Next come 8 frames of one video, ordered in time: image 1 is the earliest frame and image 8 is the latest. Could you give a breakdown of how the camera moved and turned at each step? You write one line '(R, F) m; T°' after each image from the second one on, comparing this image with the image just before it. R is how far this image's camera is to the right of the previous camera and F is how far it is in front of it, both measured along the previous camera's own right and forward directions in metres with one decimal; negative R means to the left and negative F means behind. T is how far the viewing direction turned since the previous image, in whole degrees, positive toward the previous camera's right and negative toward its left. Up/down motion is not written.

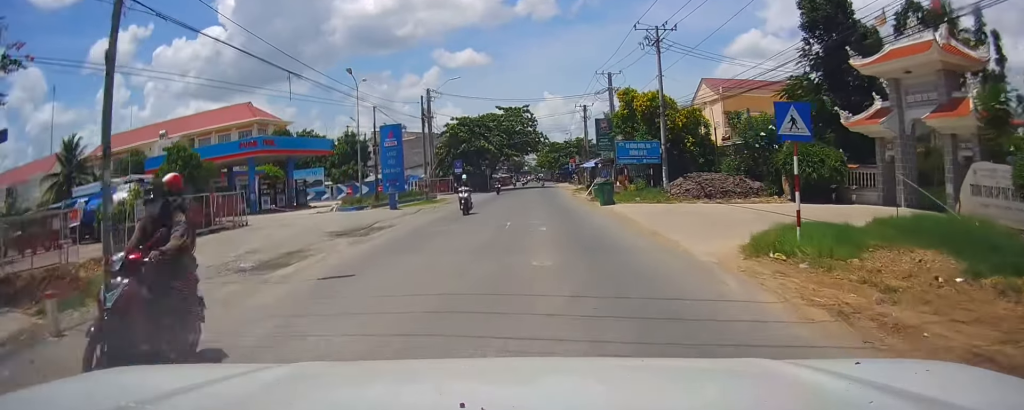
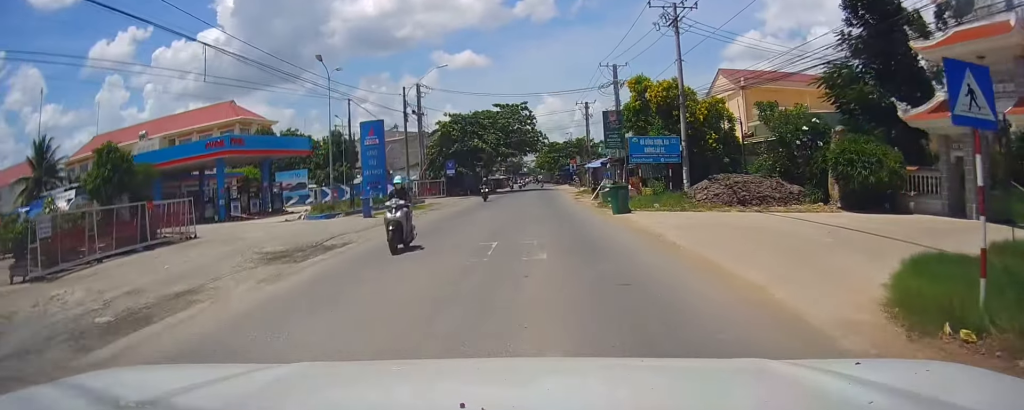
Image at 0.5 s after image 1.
(0.0, +5.5) m; 0°
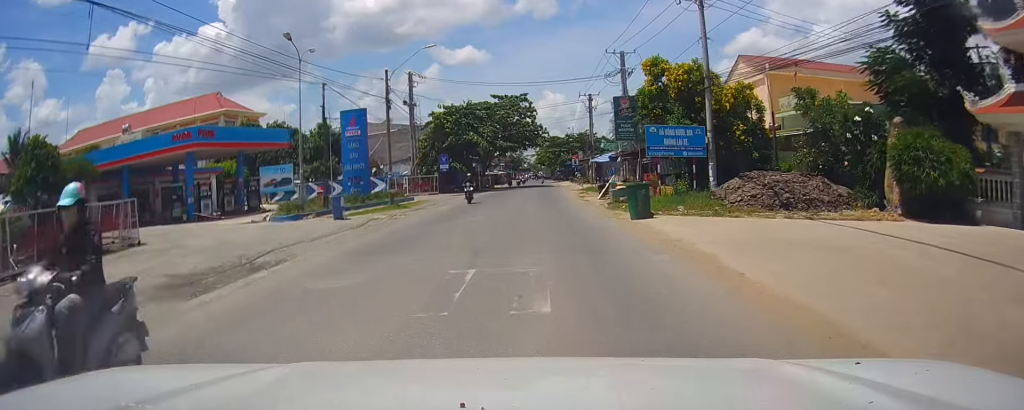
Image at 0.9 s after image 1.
(0.0, +5.0) m; 0°
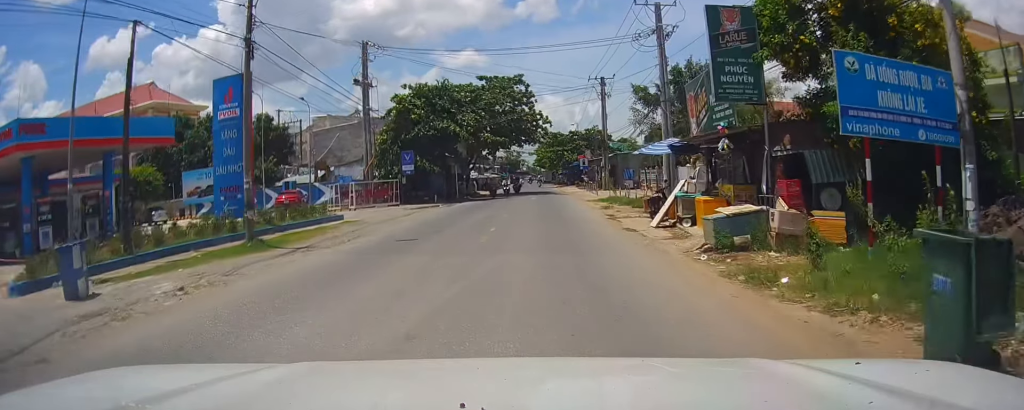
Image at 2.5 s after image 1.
(+0.1, +17.5) m; +1°
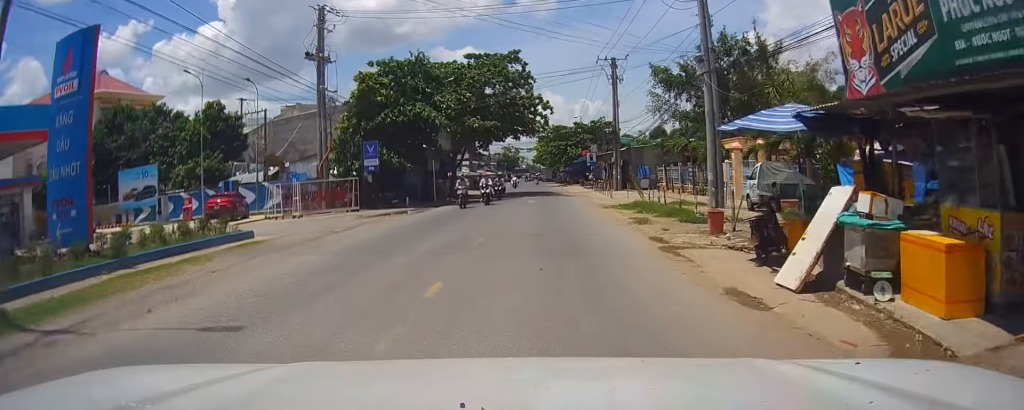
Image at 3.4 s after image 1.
(+0.1, +10.0) m; 0°
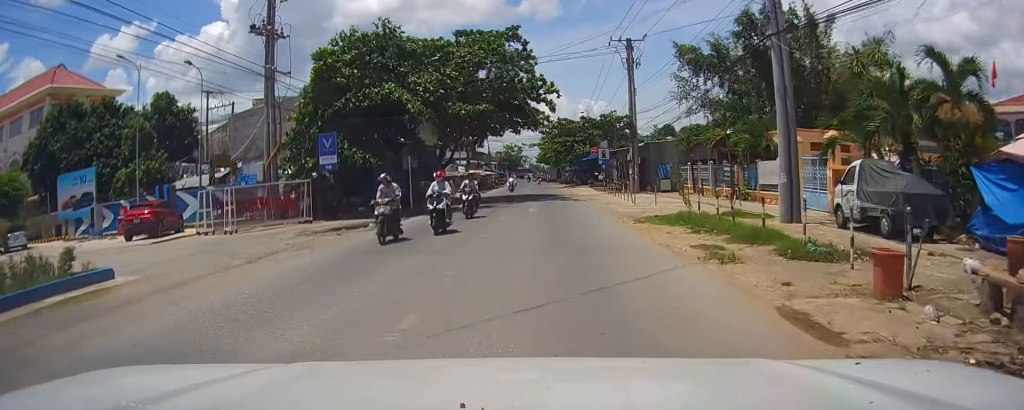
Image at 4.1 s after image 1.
(-0.1, +8.0) m; 0°
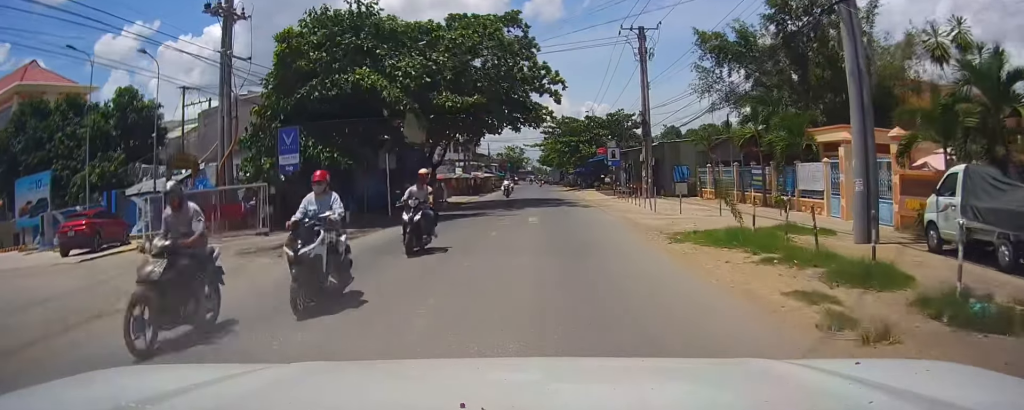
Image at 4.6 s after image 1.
(0.0, +4.8) m; +1°
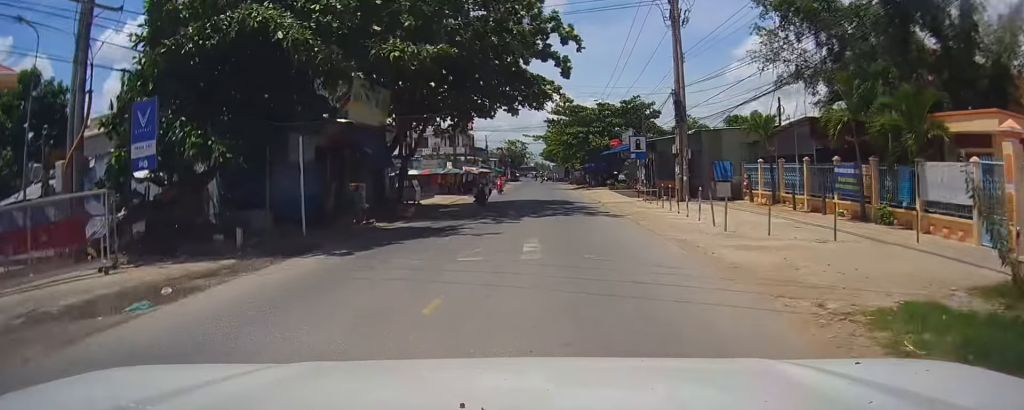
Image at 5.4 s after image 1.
(0.0, +9.3) m; +2°
